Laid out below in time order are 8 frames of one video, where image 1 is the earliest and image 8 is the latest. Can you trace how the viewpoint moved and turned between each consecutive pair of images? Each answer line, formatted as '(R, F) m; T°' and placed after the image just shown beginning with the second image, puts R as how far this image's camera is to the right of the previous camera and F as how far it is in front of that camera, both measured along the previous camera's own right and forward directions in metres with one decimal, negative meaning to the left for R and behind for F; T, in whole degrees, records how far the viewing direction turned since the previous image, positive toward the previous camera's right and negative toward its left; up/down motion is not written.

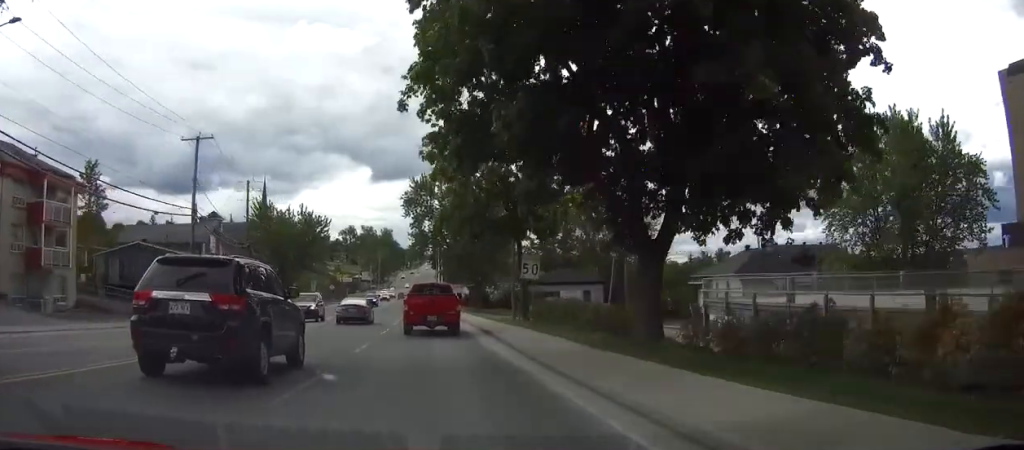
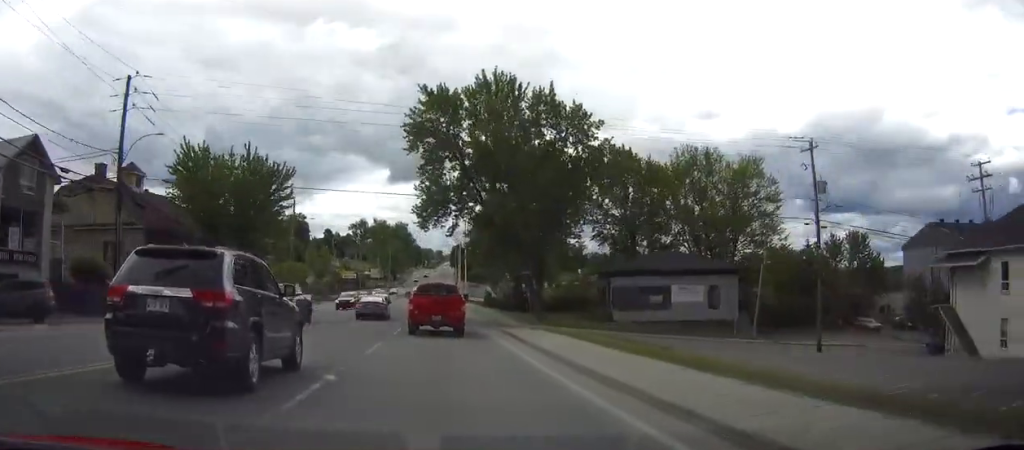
(-0.7, +35.6) m; -1°
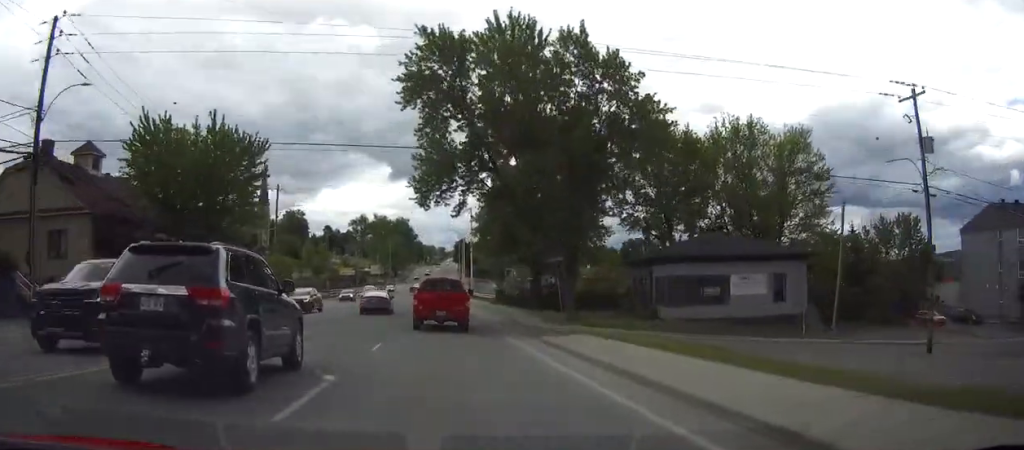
(0.0, +10.0) m; 0°
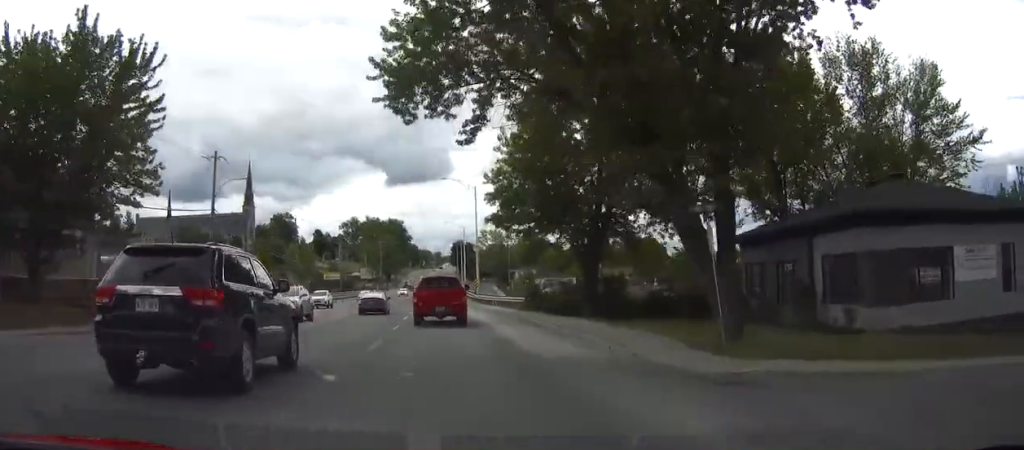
(0.0, +20.8) m; 0°
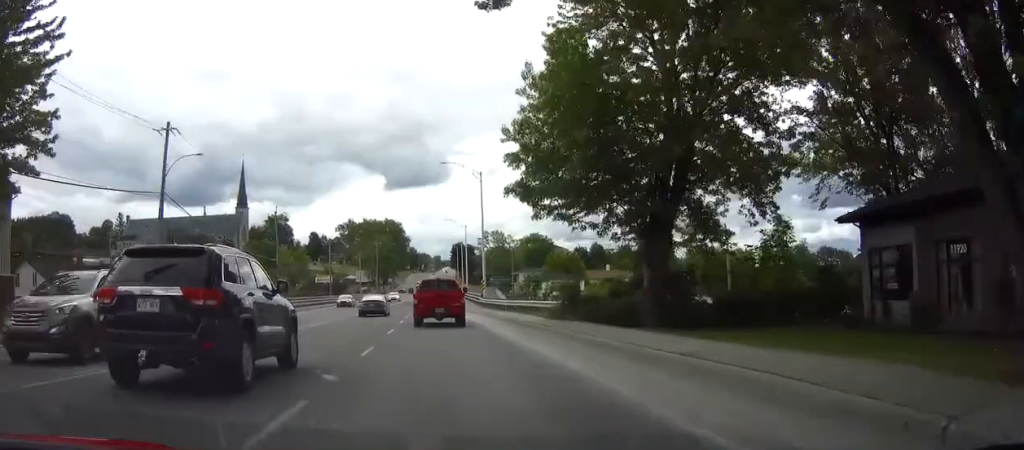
(0.0, +10.8) m; 0°
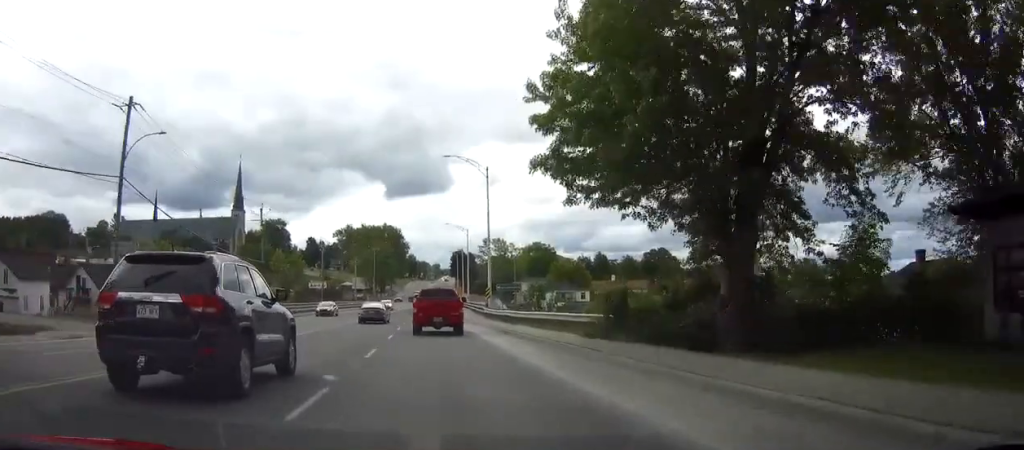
(0.0, +6.8) m; 0°
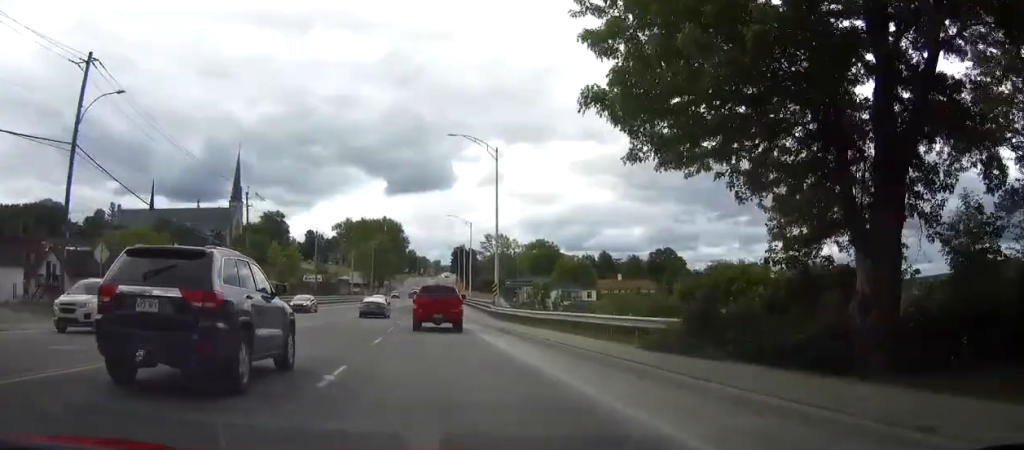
(0.0, +6.3) m; 0°
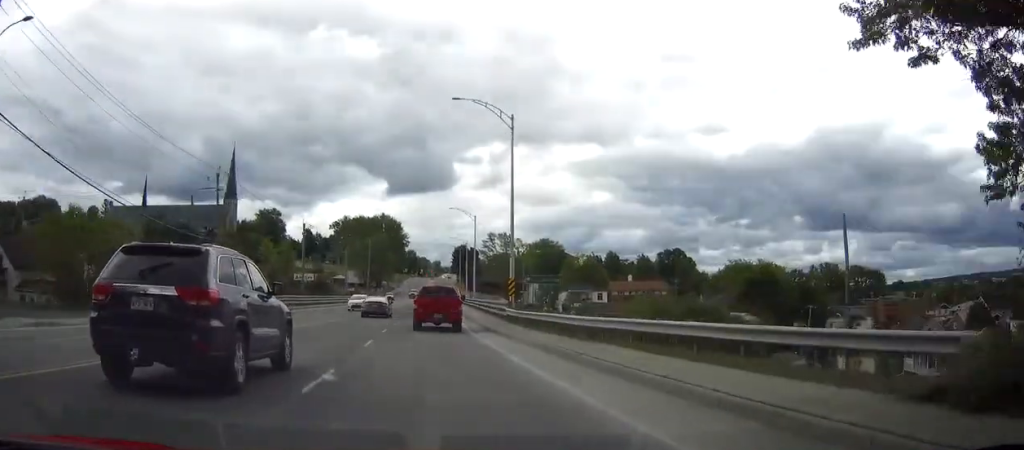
(+0.1, +9.6) m; 0°
